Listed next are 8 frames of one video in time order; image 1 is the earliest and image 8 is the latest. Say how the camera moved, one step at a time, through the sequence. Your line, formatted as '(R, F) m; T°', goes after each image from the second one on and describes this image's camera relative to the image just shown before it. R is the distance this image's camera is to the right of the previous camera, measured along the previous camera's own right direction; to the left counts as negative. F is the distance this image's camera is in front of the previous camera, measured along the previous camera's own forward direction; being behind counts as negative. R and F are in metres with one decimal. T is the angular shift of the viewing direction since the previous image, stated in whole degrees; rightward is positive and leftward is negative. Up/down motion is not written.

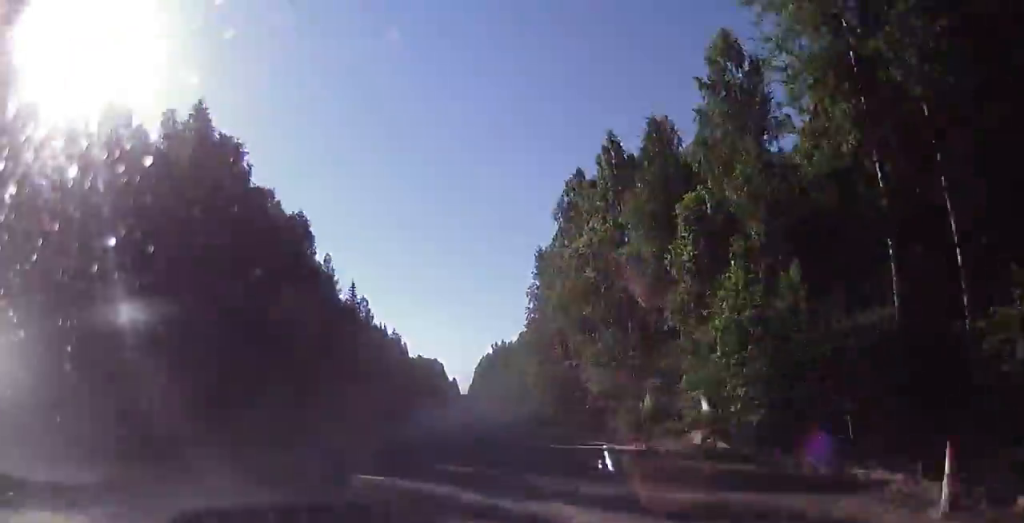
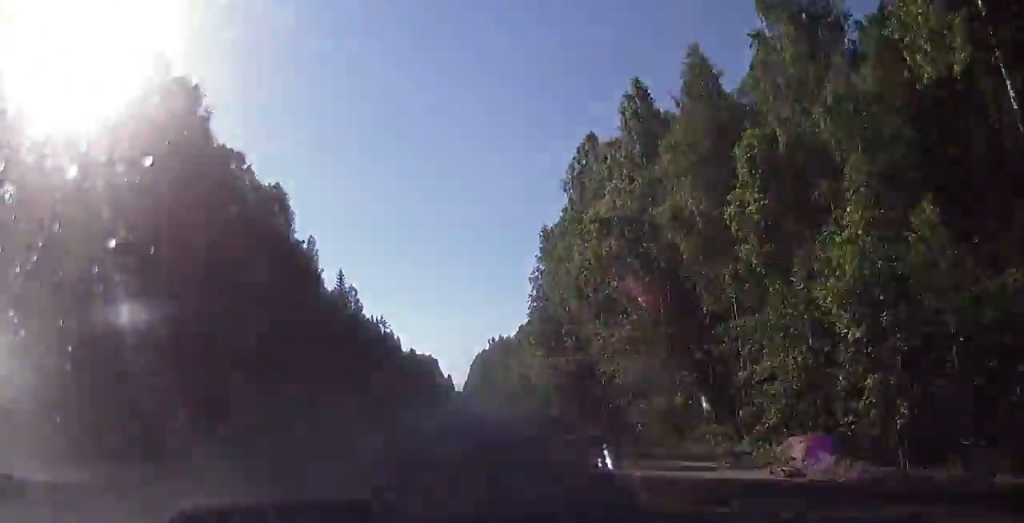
(0.0, +10.2) m; 0°
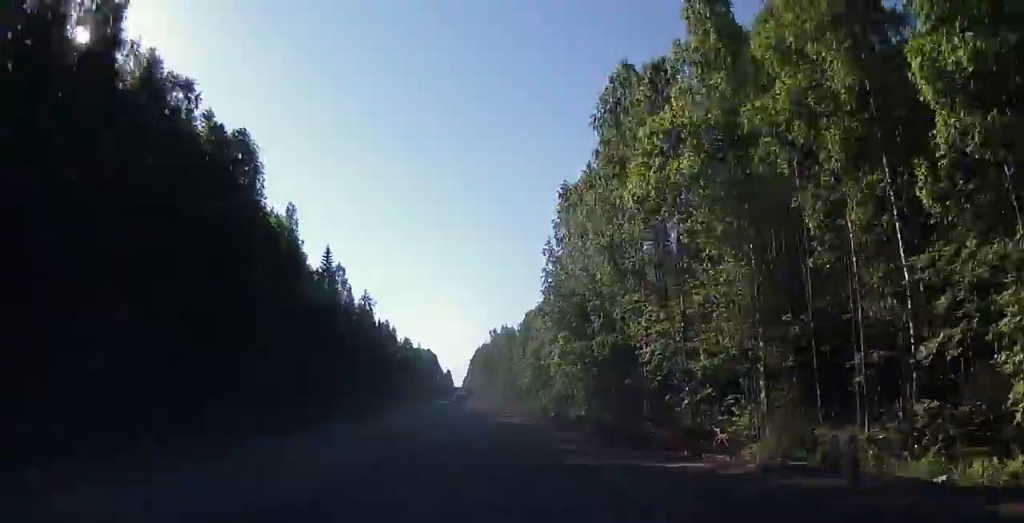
(-0.3, +14.6) m; 0°
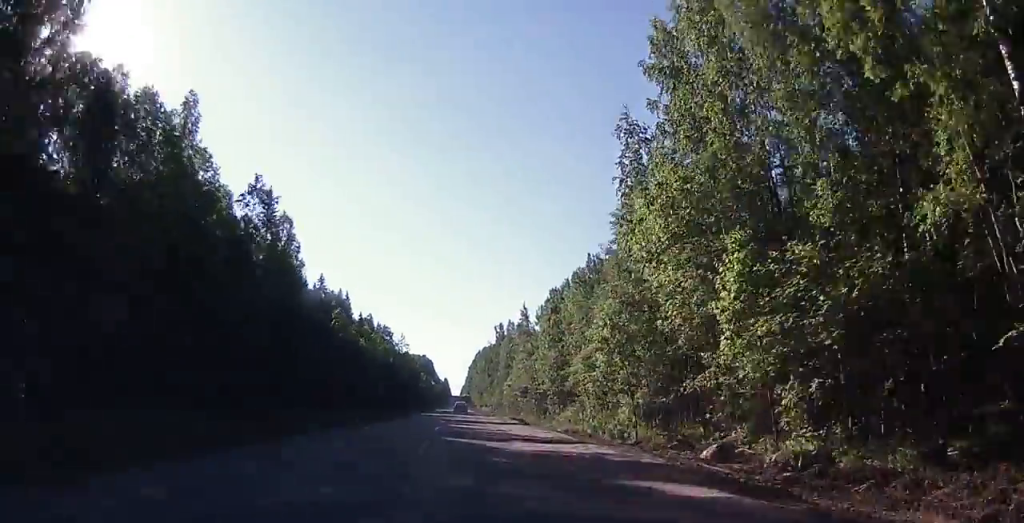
(+0.8, +35.6) m; +1°
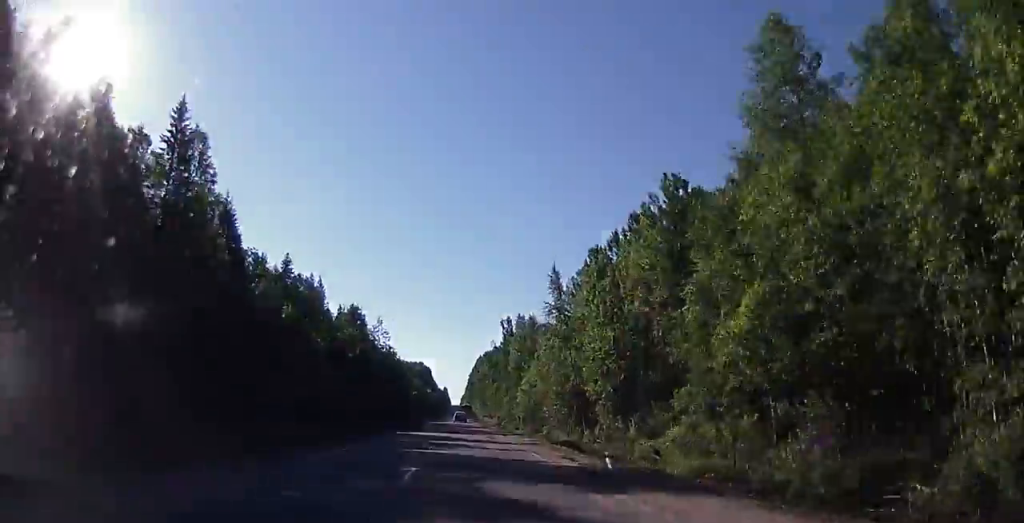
(0.0, +27.3) m; +2°
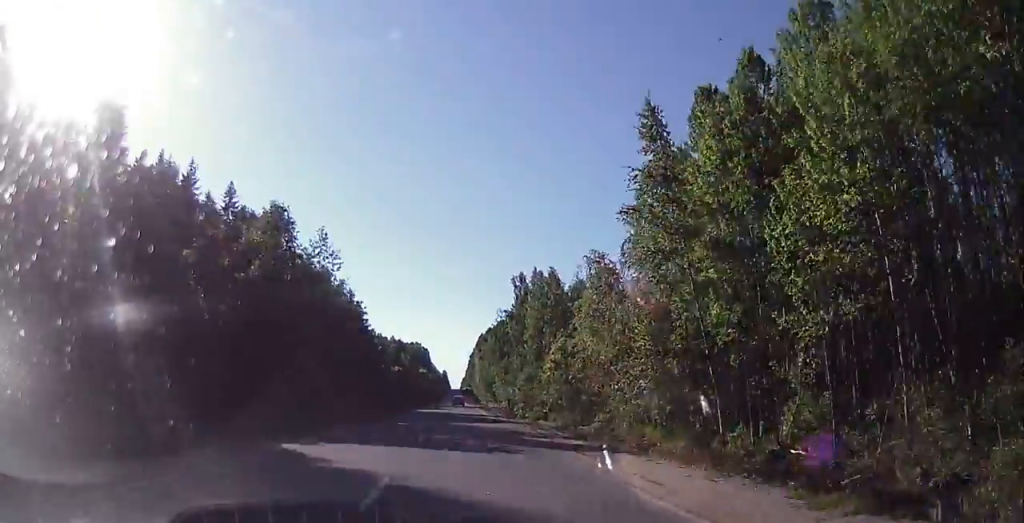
(+0.6, +28.5) m; 0°
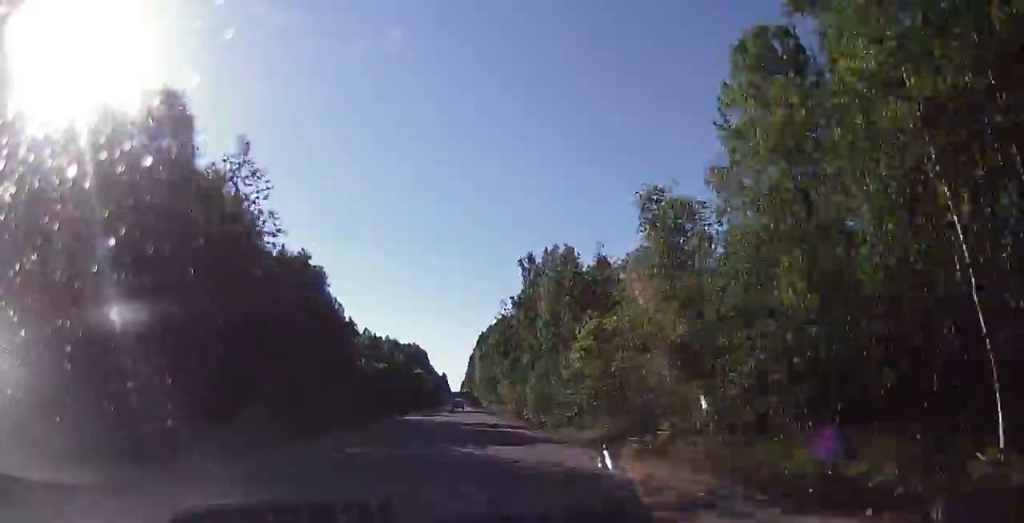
(-0.2, +15.0) m; -1°
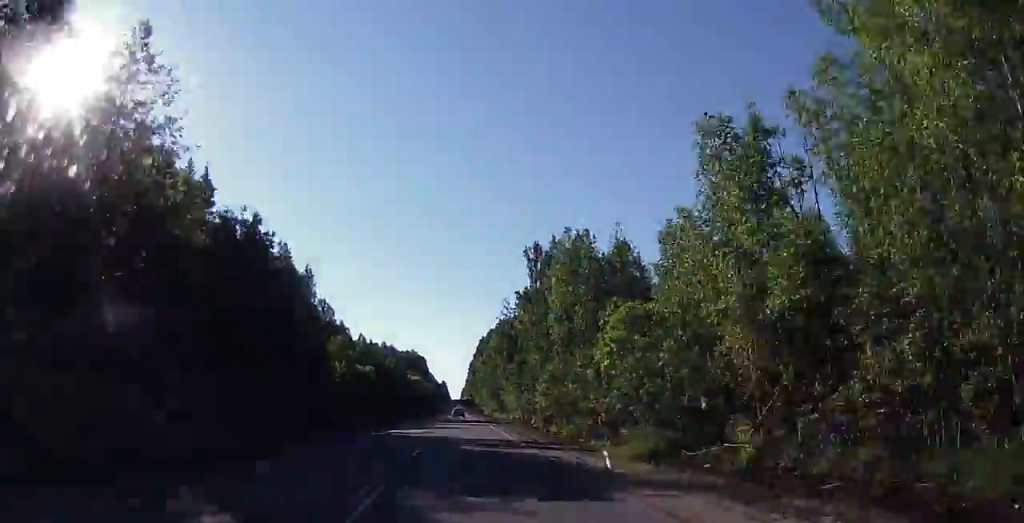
(0.0, +9.2) m; 0°
